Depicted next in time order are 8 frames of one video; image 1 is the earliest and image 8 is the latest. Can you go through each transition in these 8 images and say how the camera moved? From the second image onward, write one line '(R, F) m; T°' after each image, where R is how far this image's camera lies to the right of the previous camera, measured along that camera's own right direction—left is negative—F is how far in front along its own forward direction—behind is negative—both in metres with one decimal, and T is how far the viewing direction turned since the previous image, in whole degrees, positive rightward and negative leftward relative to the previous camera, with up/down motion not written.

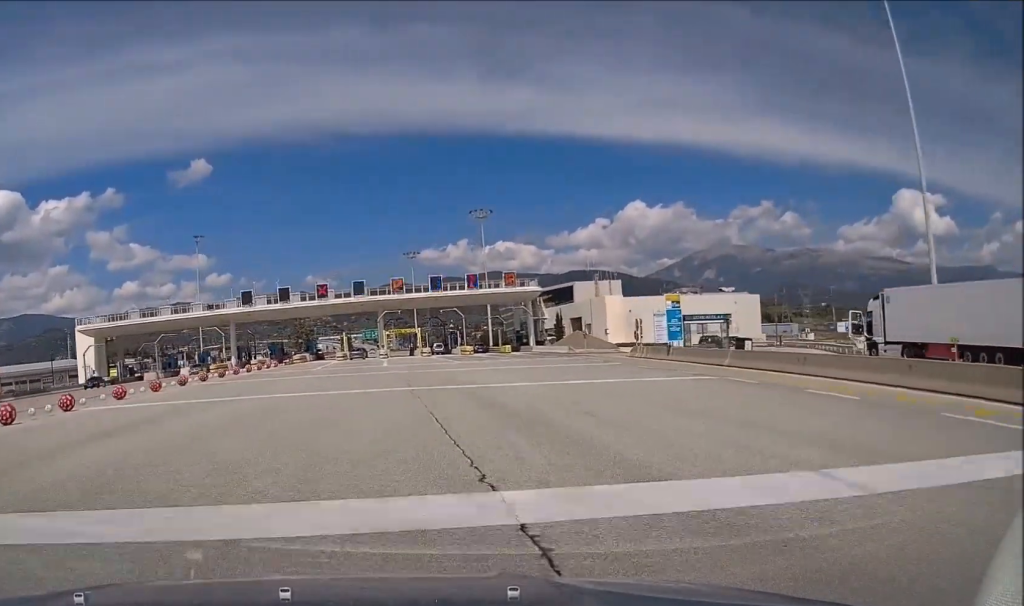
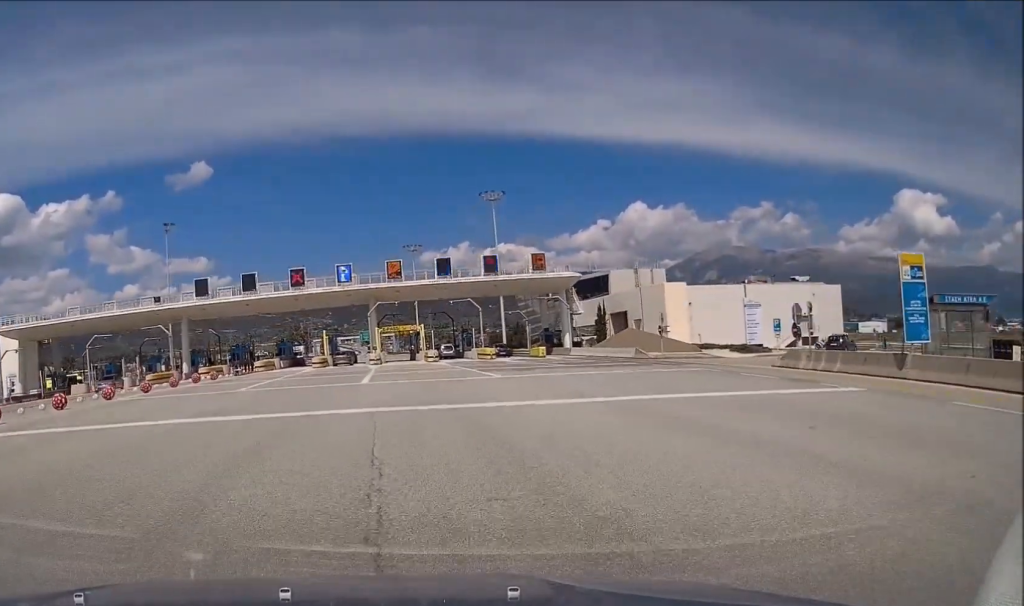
(+0.2, +26.4) m; +1°
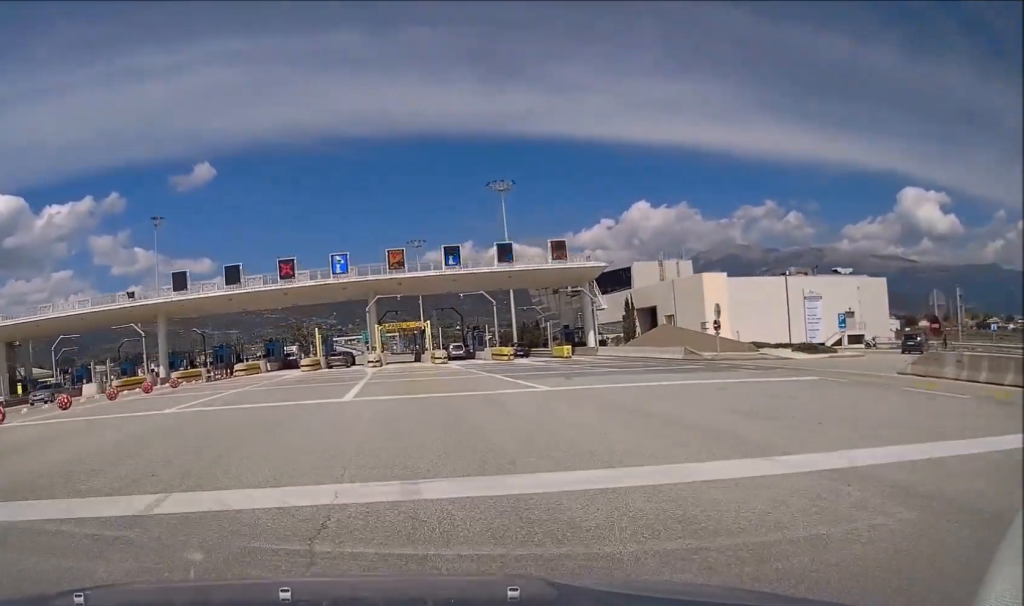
(0.0, +10.8) m; 0°
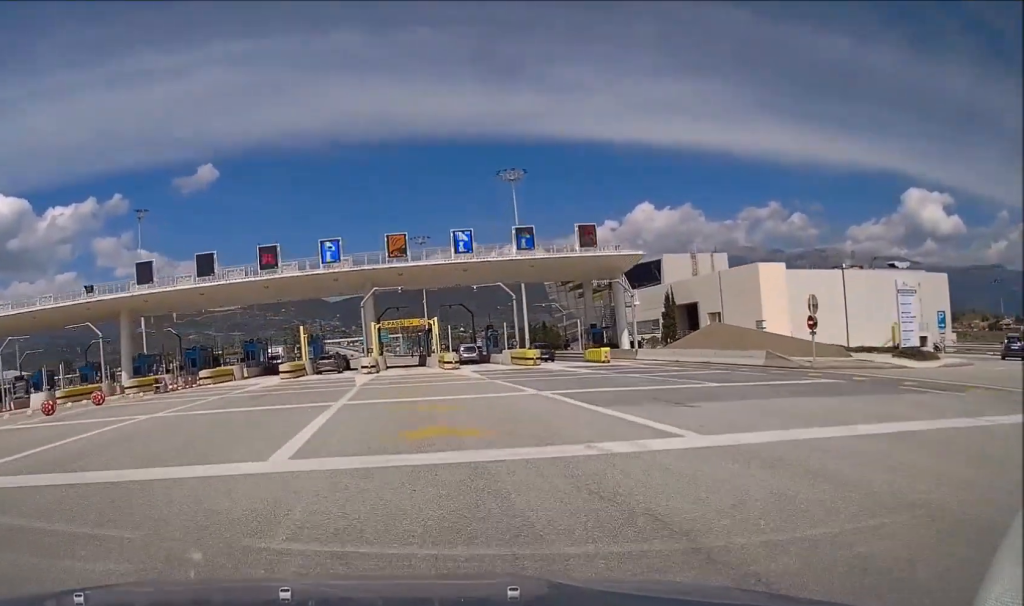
(0.0, +12.2) m; 0°
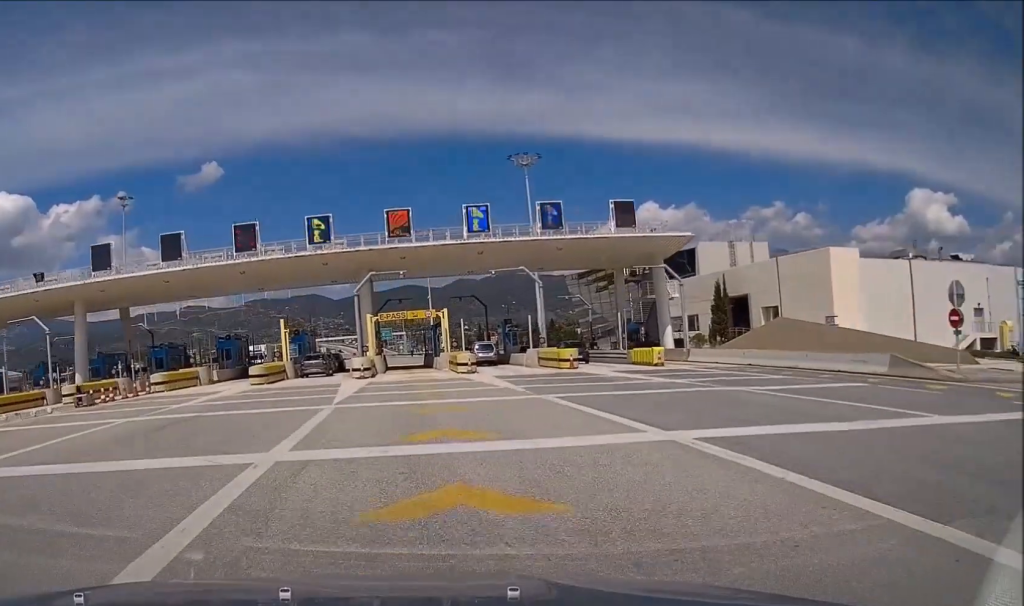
(0.0, +11.4) m; 0°
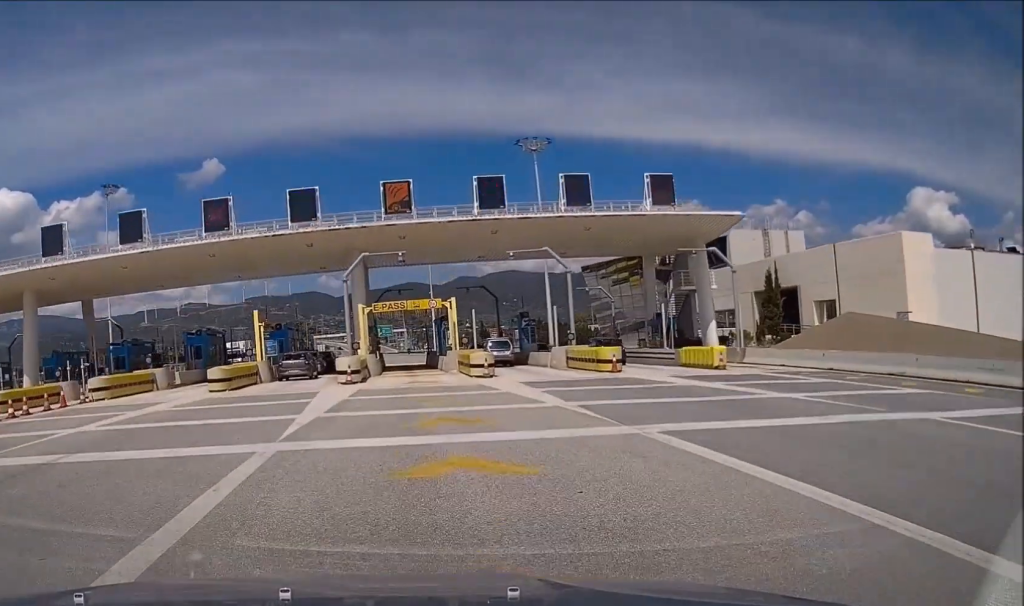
(0.0, +9.4) m; 0°
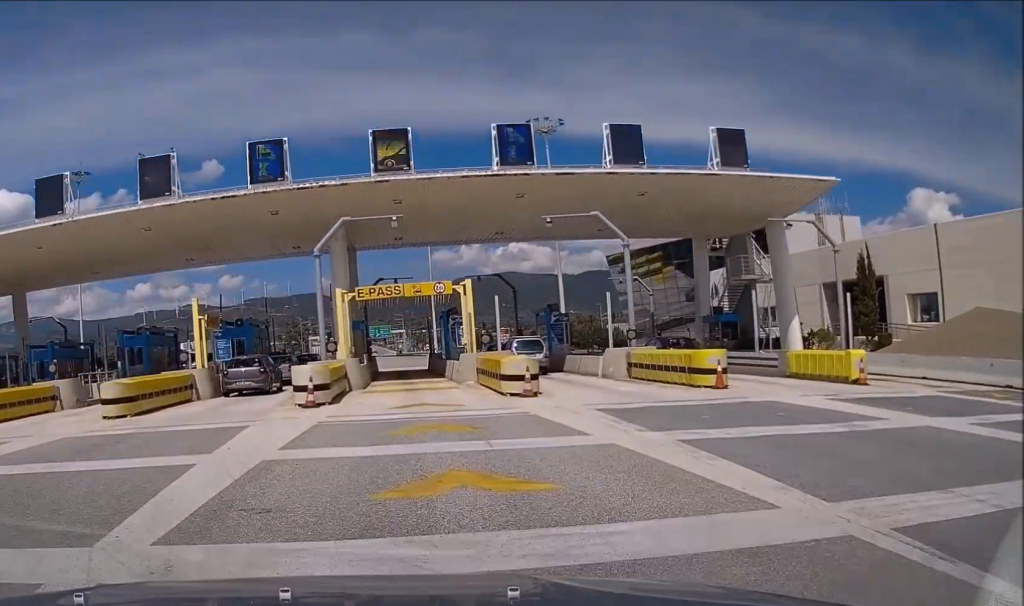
(-0.1, +13.0) m; 0°
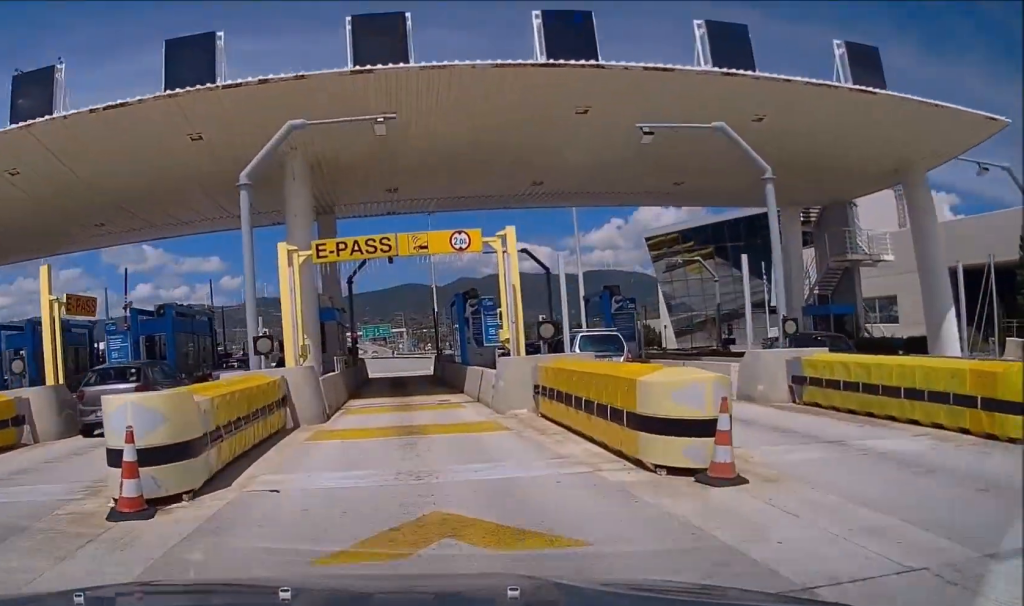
(+0.1, +14.4) m; +1°
